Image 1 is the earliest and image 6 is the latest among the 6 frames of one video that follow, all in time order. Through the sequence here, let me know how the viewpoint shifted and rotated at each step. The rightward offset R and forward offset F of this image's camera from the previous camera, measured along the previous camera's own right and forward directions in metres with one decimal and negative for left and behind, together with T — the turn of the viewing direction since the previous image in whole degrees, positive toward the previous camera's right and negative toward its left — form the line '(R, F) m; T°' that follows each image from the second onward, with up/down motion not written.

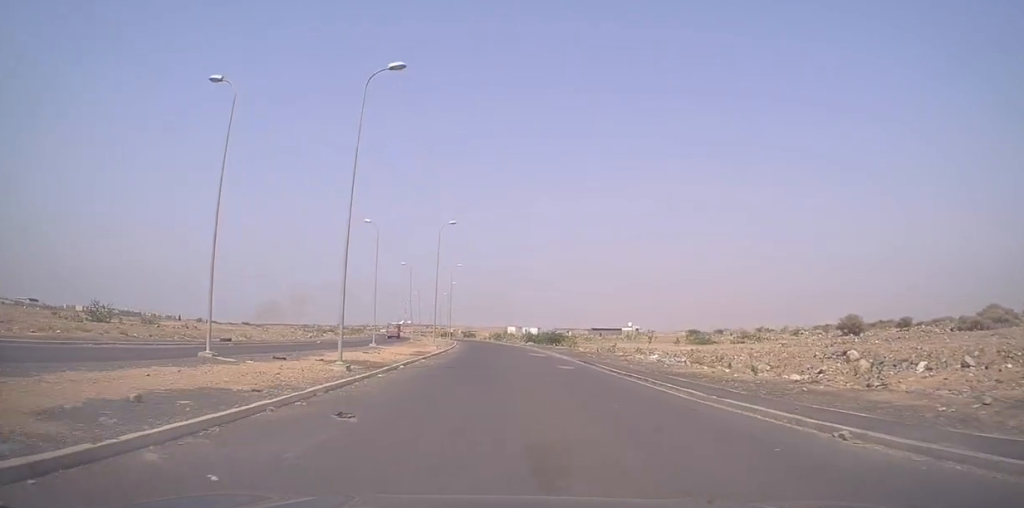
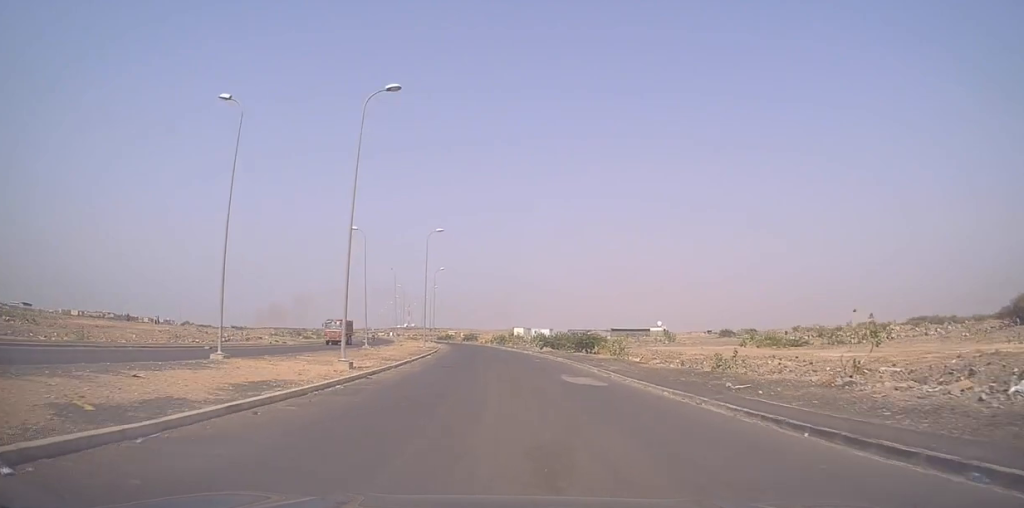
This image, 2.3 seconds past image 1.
(-0.2, +28.1) m; -1°
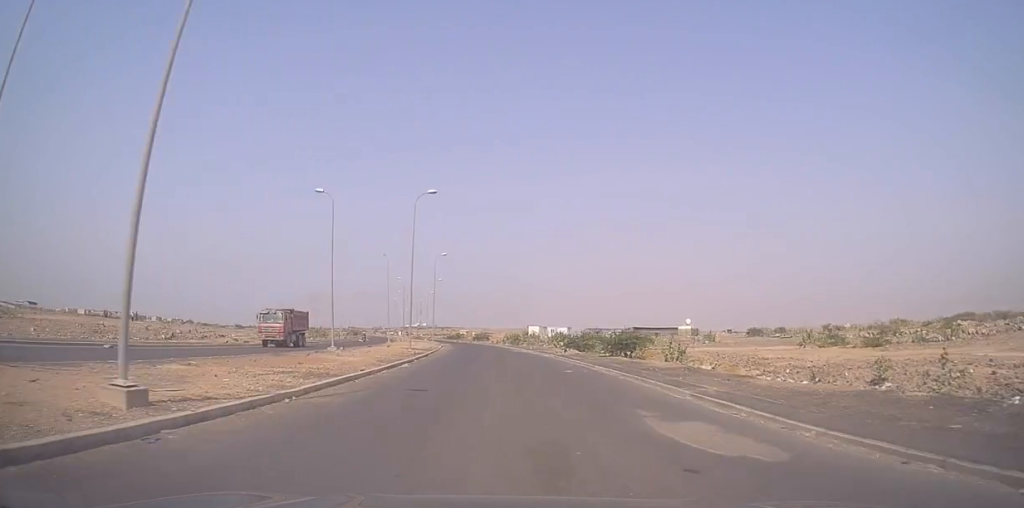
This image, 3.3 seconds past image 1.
(-0.3, +13.5) m; 0°
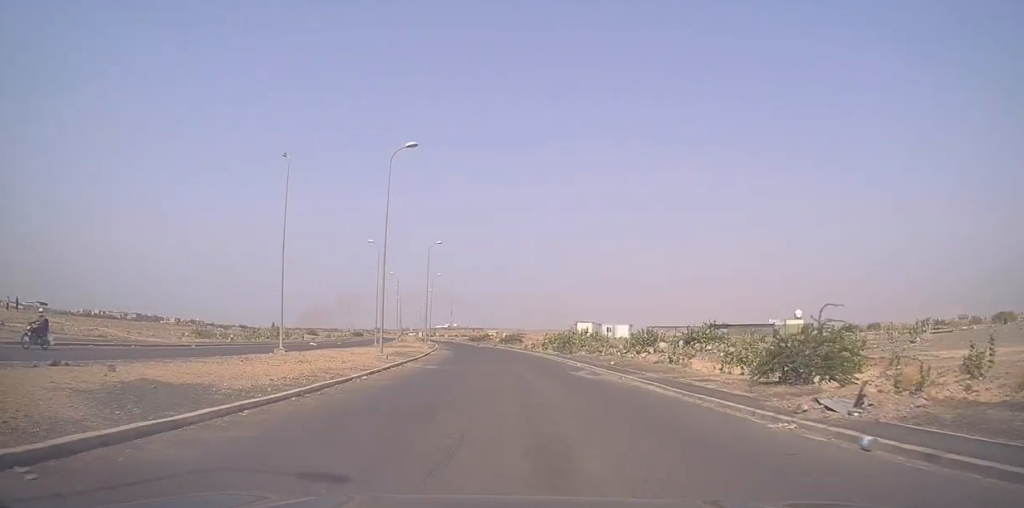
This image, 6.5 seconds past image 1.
(-0.8, +40.0) m; -3°
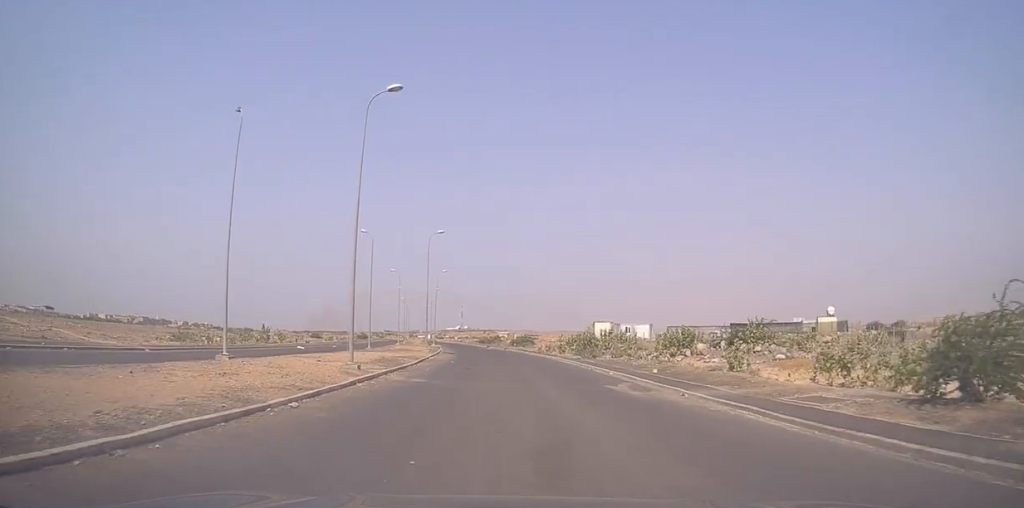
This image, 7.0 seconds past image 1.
(0.0, +7.3) m; -2°
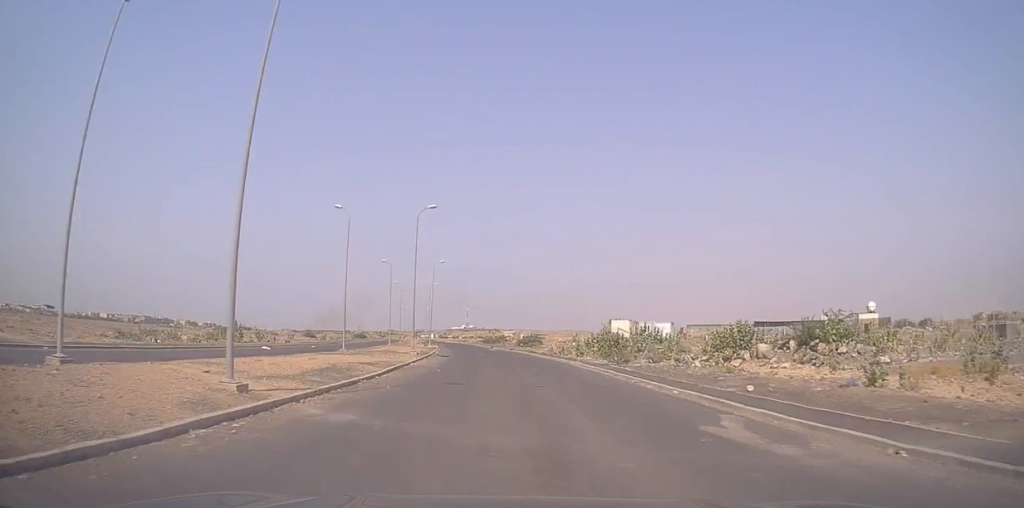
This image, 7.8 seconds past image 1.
(-0.2, +9.9) m; -1°
